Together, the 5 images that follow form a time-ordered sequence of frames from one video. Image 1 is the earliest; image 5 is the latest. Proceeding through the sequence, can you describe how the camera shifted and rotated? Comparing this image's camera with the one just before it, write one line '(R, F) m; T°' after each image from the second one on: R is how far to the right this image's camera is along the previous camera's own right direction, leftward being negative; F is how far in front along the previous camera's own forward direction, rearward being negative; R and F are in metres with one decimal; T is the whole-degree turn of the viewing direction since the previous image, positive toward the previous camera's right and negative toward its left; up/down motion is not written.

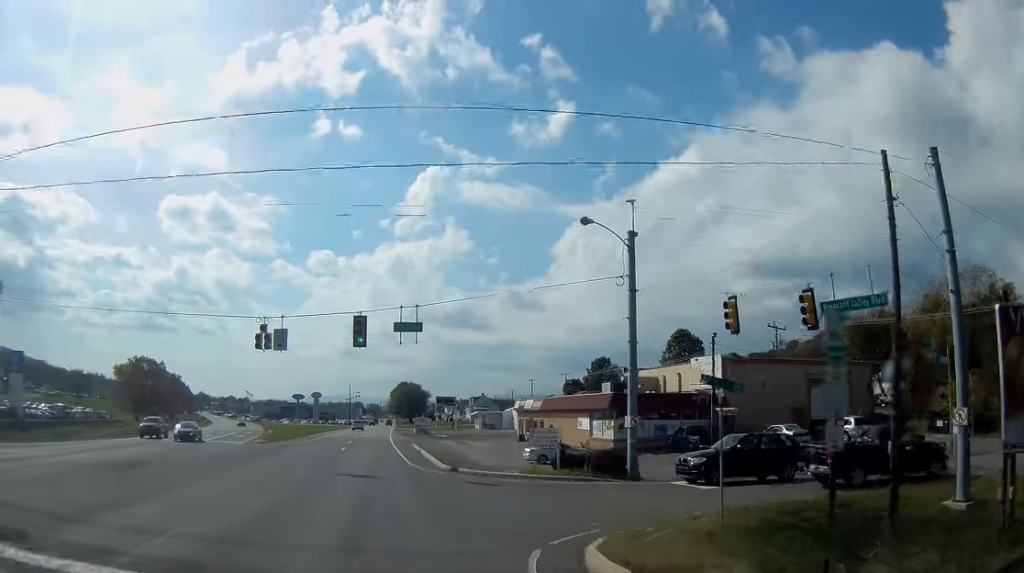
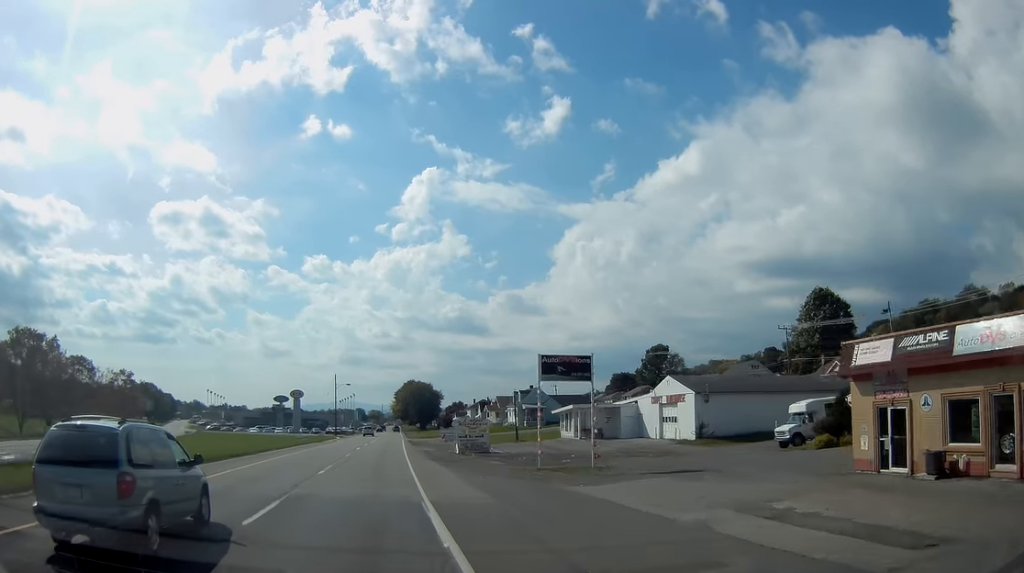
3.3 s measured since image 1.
(-0.5, +54.4) m; -1°
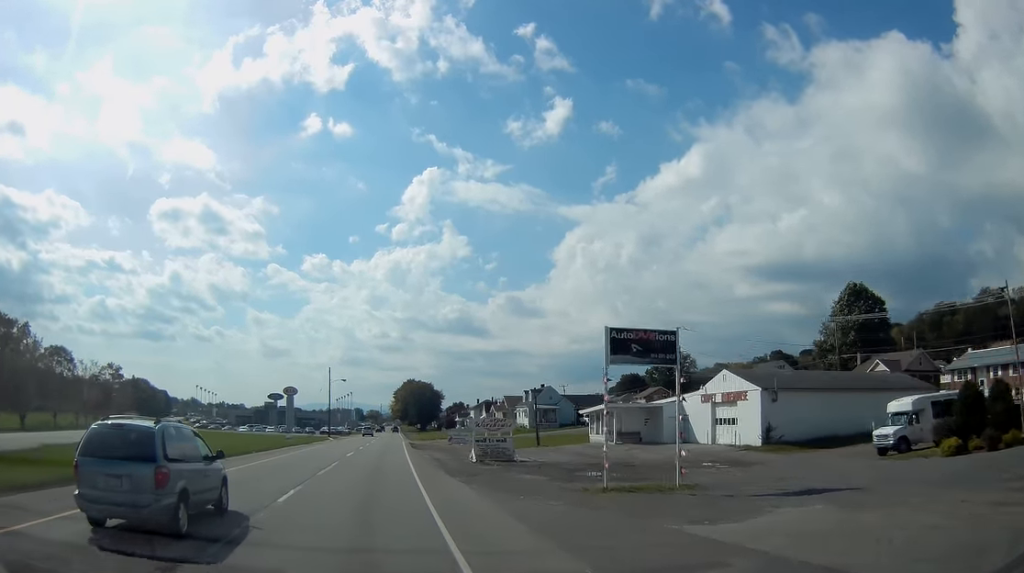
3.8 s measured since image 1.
(0.0, +9.3) m; 0°
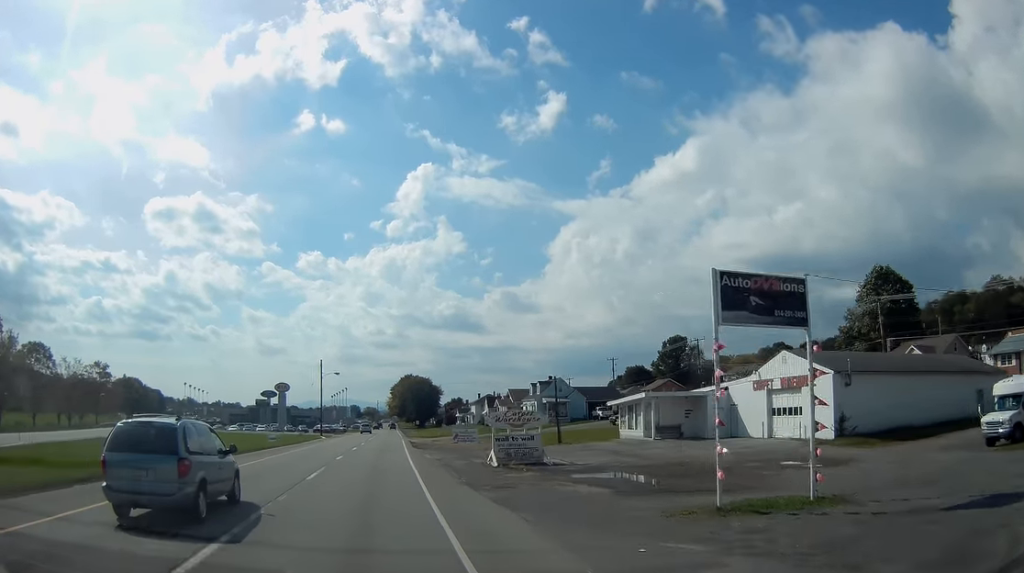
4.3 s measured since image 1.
(-0.1, +7.8) m; 0°
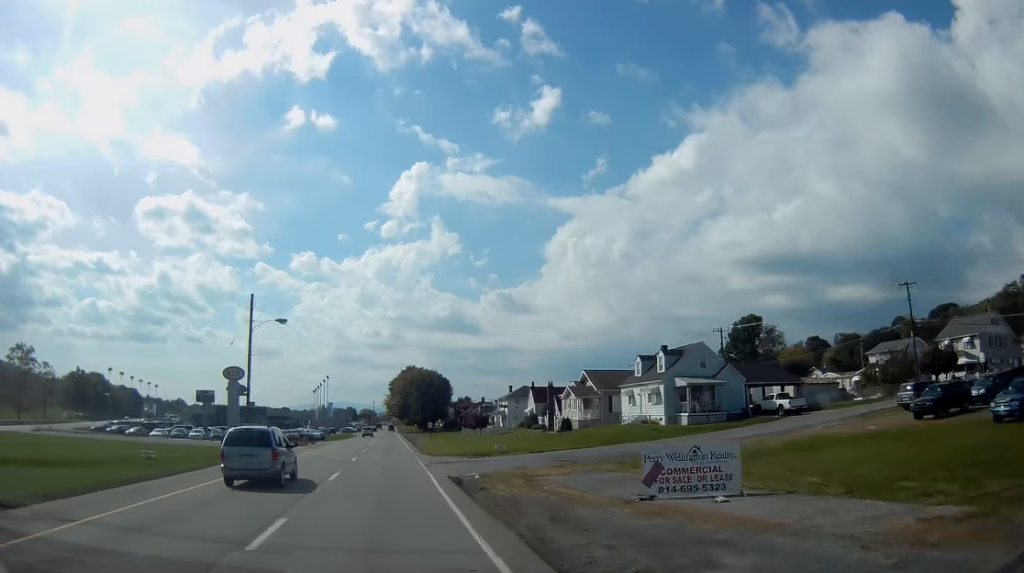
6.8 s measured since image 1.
(+0.6, +45.9) m; +1°
